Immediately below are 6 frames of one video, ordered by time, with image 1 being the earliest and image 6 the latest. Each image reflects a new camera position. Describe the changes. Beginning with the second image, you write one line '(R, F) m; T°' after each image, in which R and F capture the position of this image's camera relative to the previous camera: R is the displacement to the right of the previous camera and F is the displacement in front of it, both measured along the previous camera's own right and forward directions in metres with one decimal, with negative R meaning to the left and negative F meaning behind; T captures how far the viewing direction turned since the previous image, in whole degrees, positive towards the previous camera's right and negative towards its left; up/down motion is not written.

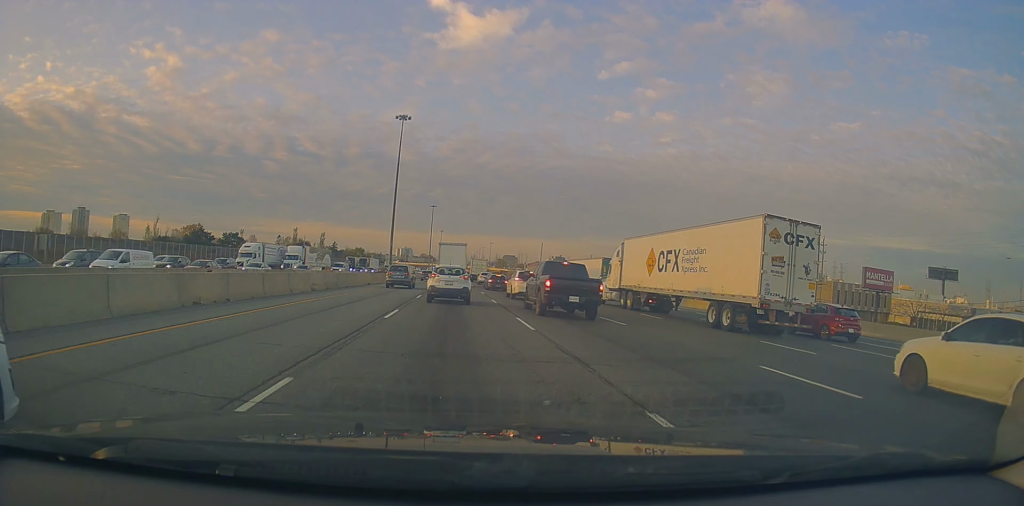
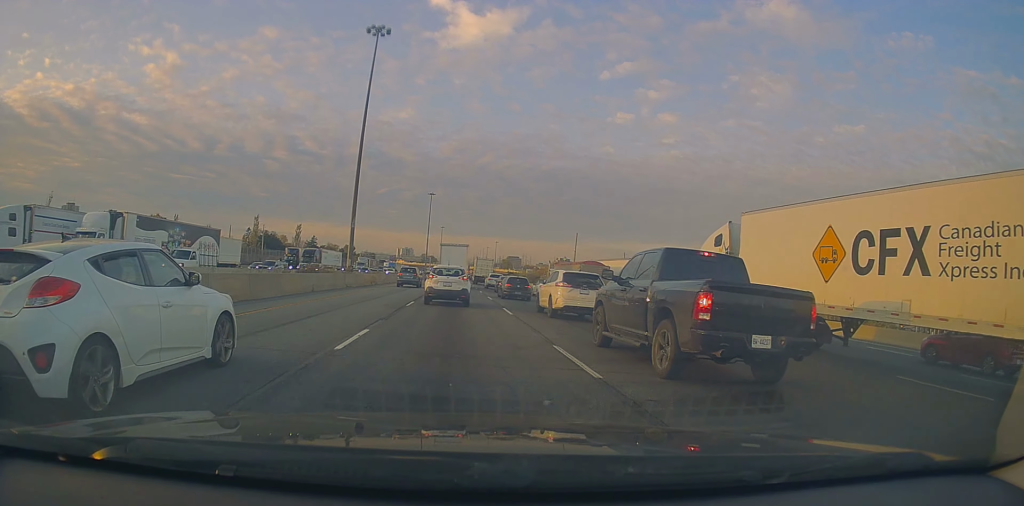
(-0.9, +42.1) m; -2°
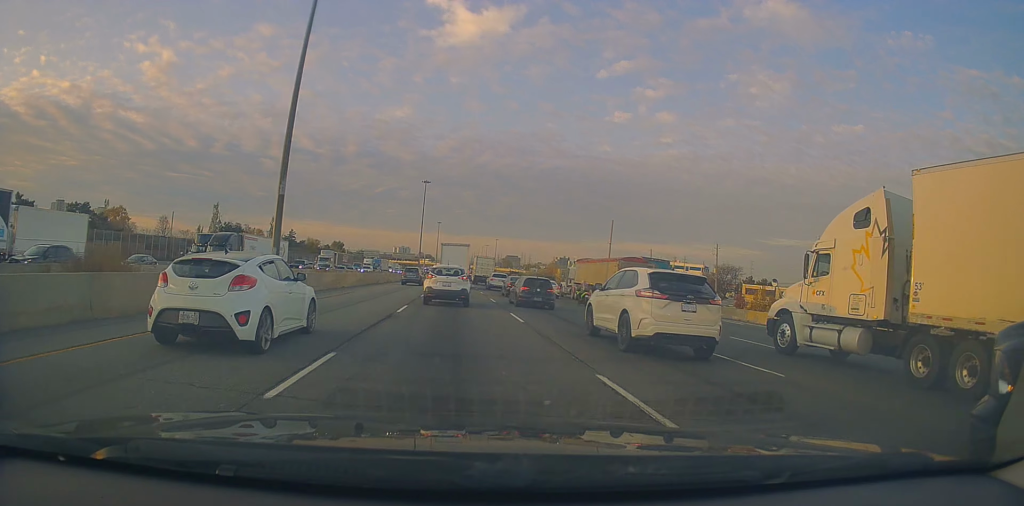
(+0.3, +27.1) m; +3°
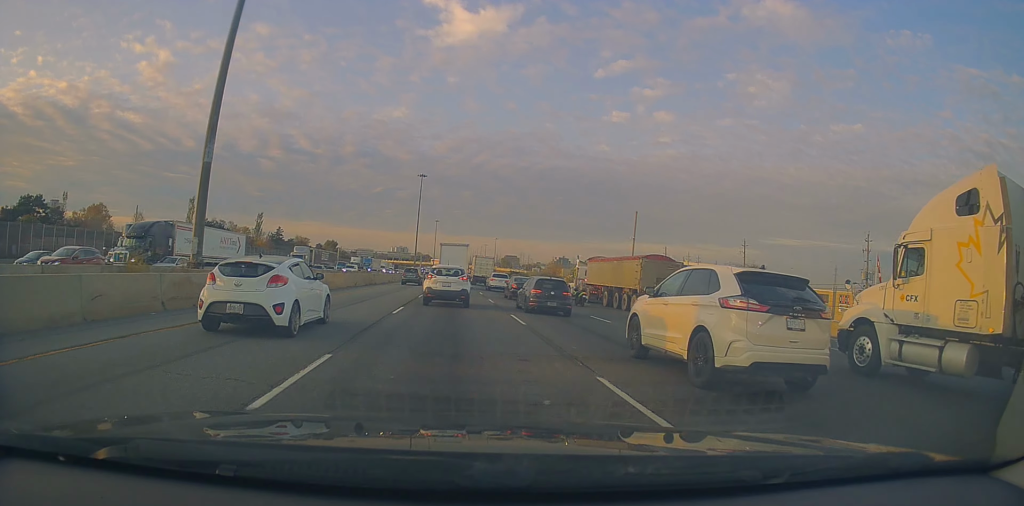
(+0.2, +12.3) m; 0°
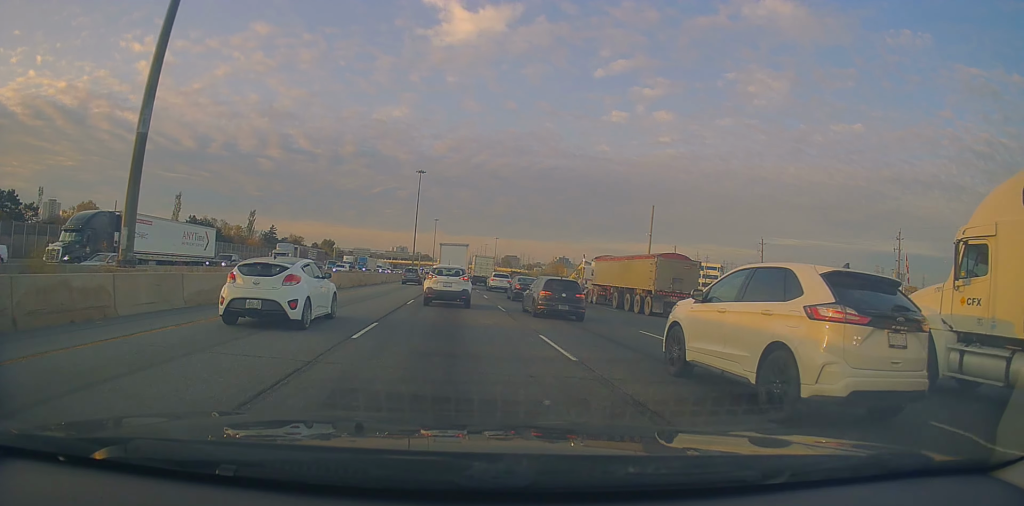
(+0.1, +6.5) m; 0°
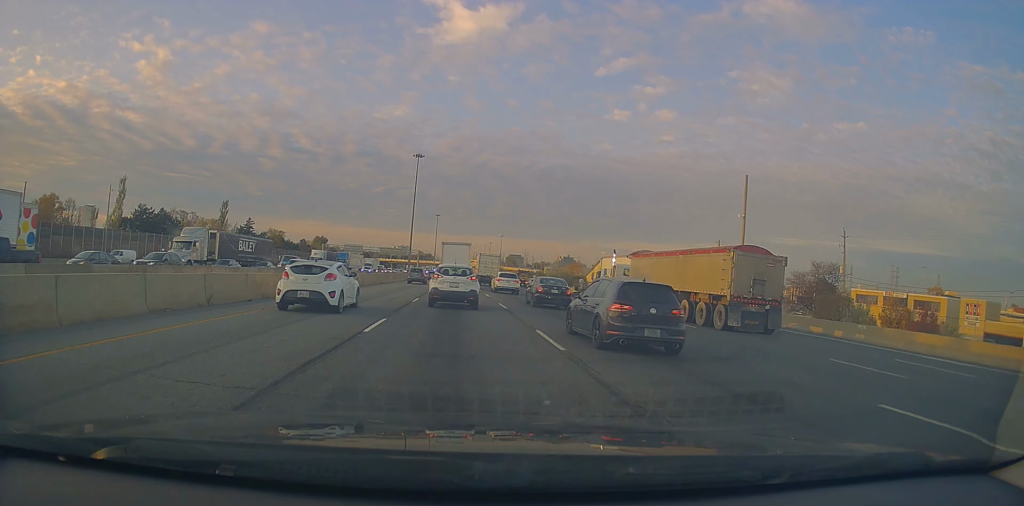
(-0.7, +22.5) m; -3°
